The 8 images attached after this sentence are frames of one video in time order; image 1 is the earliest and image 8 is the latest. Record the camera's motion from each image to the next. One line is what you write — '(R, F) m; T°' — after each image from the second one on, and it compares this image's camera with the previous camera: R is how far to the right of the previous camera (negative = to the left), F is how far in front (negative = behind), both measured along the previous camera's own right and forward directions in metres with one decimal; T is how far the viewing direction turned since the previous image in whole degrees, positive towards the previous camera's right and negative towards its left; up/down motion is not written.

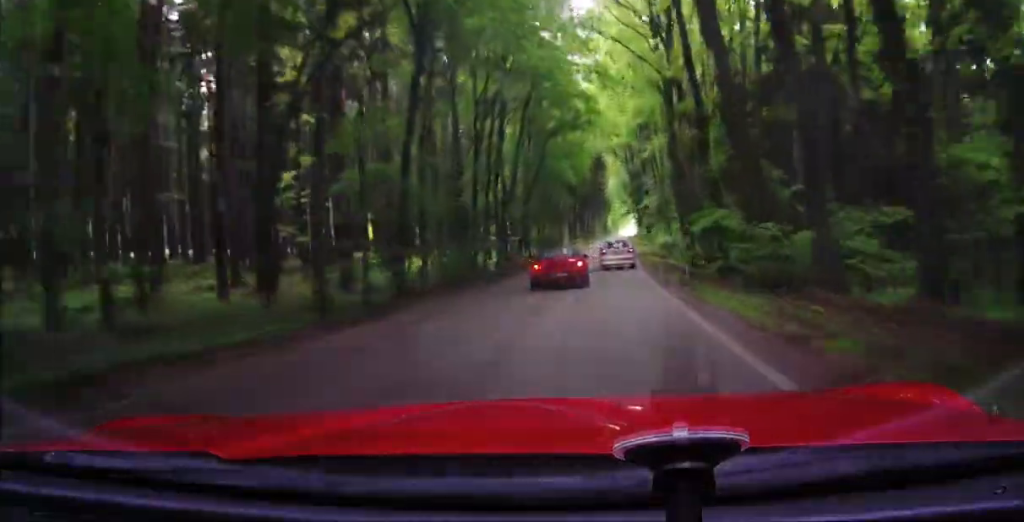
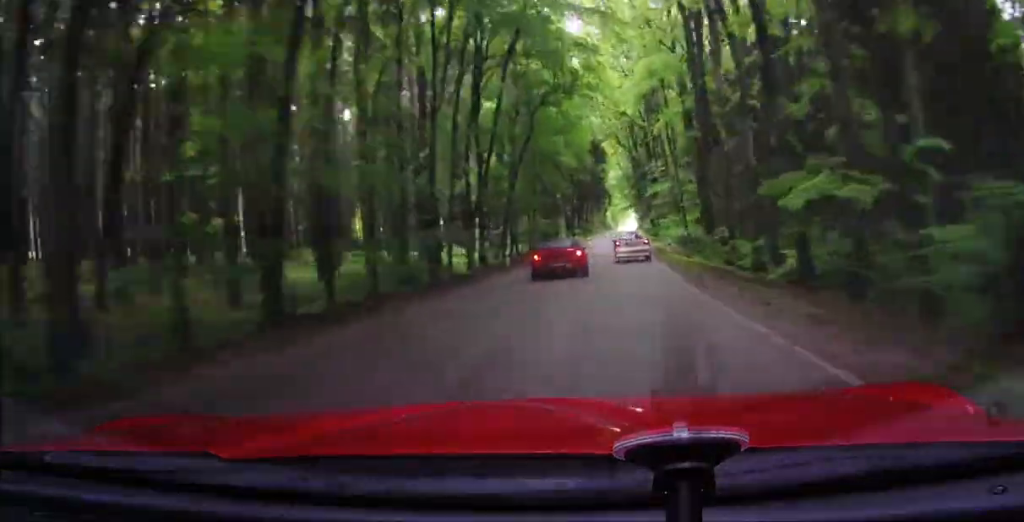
(0.0, +9.2) m; 0°
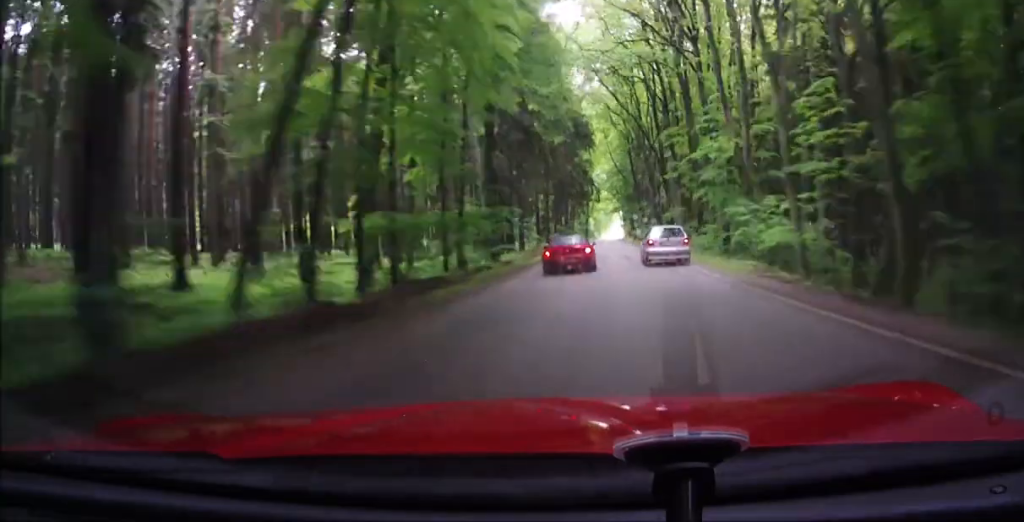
(0.0, +25.6) m; 0°
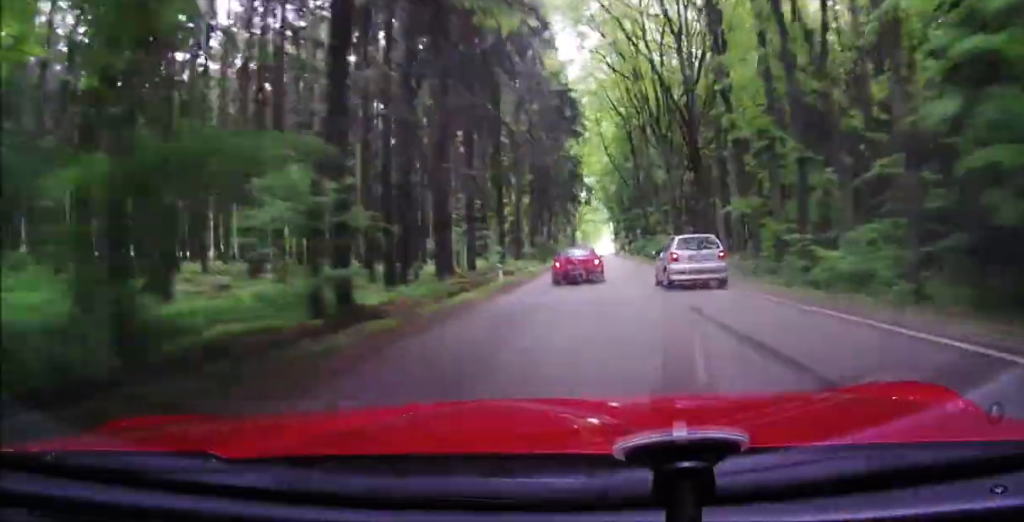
(0.0, +19.1) m; 0°
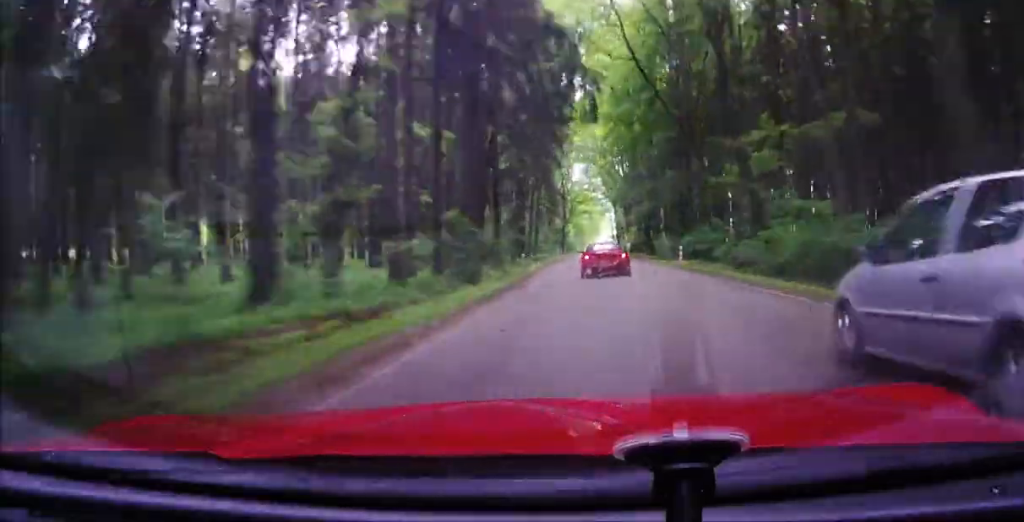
(0.0, +37.7) m; 0°
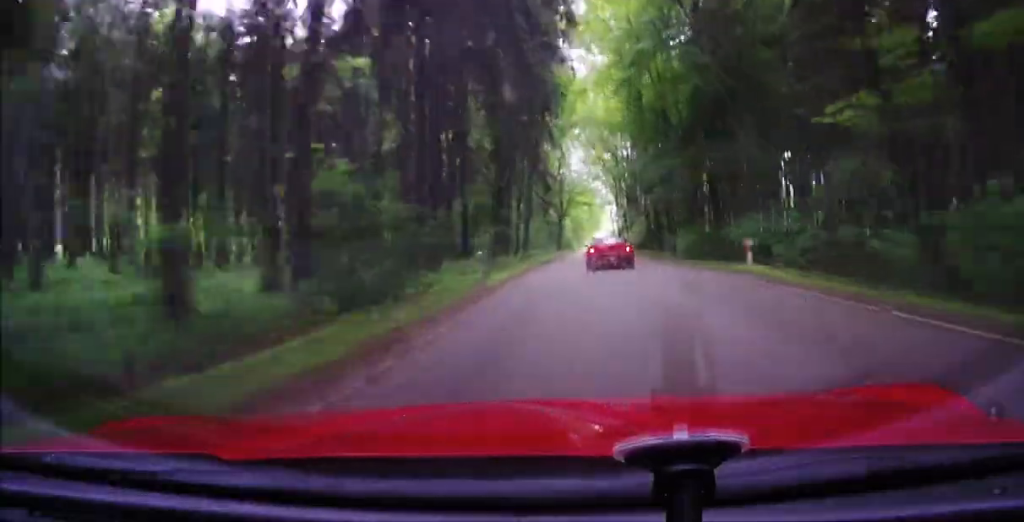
(0.0, +11.3) m; 0°
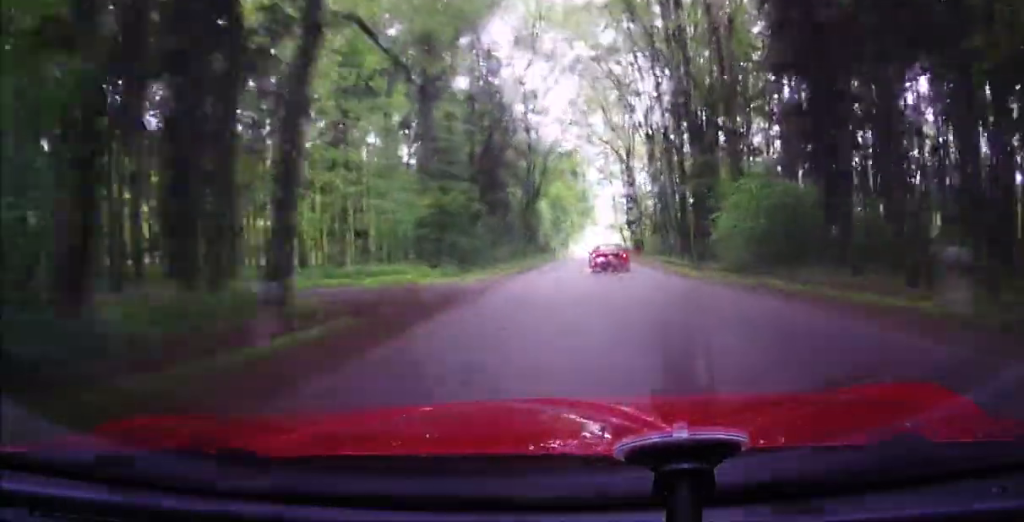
(+0.3, +54.9) m; +2°
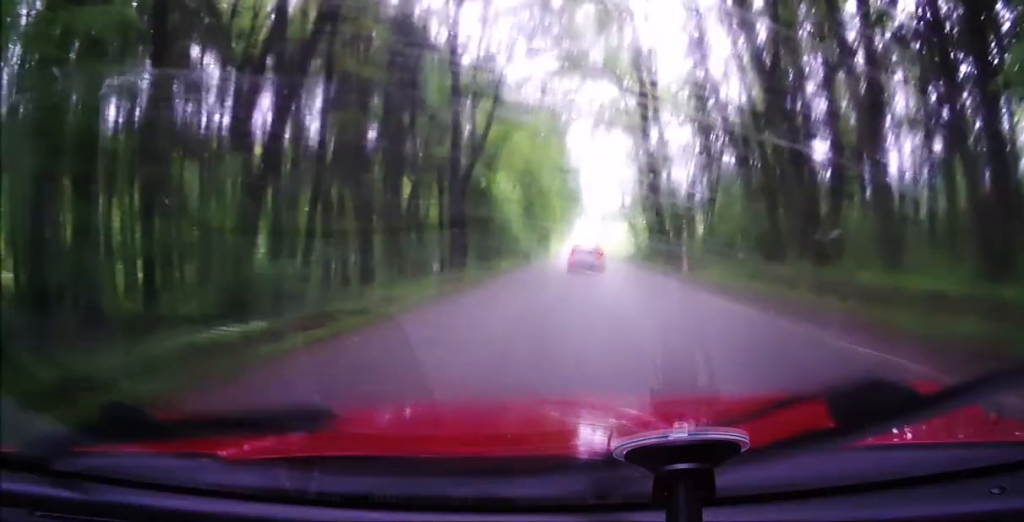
(+1.1, +35.0) m; +3°
